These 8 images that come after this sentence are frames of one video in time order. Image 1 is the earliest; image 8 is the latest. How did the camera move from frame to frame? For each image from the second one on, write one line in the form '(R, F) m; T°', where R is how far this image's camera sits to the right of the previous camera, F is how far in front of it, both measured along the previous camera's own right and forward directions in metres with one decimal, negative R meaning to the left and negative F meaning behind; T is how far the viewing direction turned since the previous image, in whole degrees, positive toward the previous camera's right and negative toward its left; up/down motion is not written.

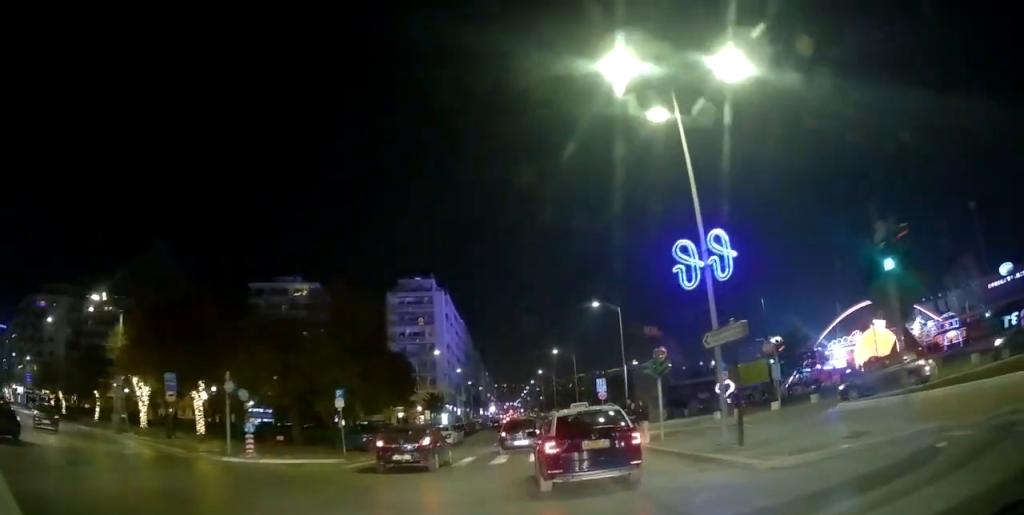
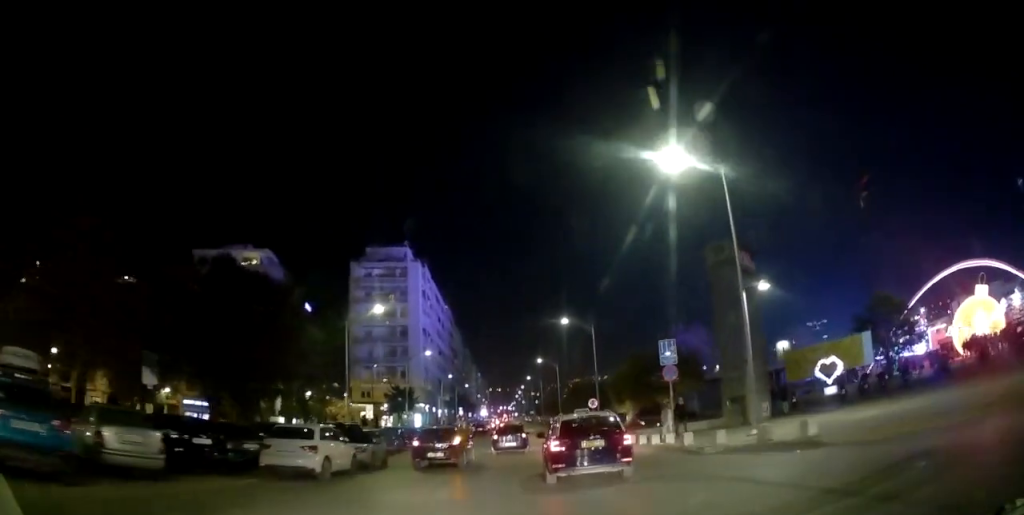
(-0.4, +23.9) m; 0°
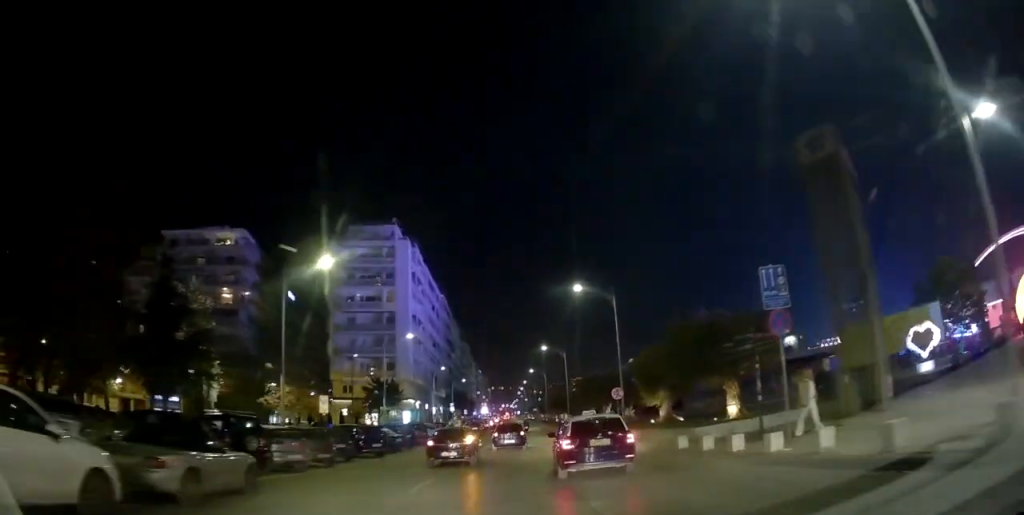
(+0.4, +10.5) m; 0°
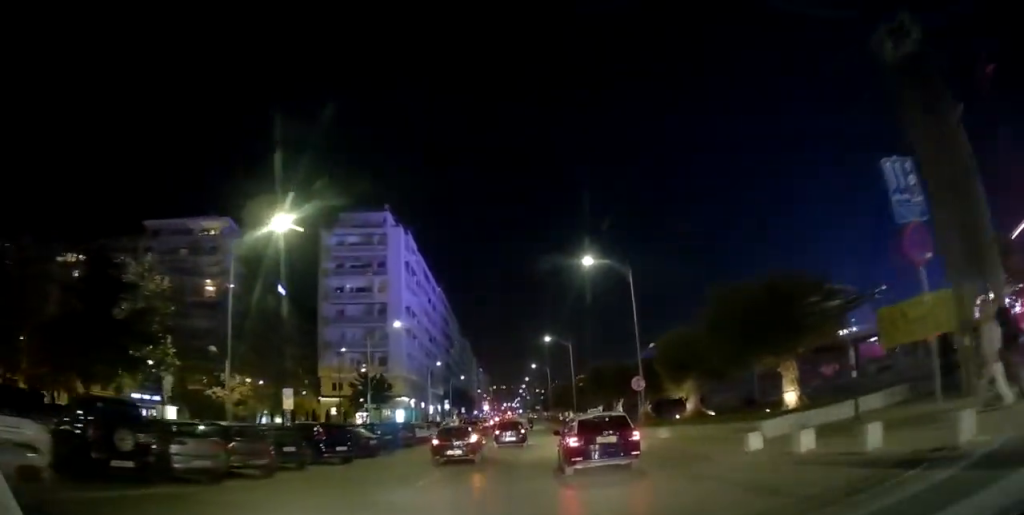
(-0.3, +5.6) m; 0°
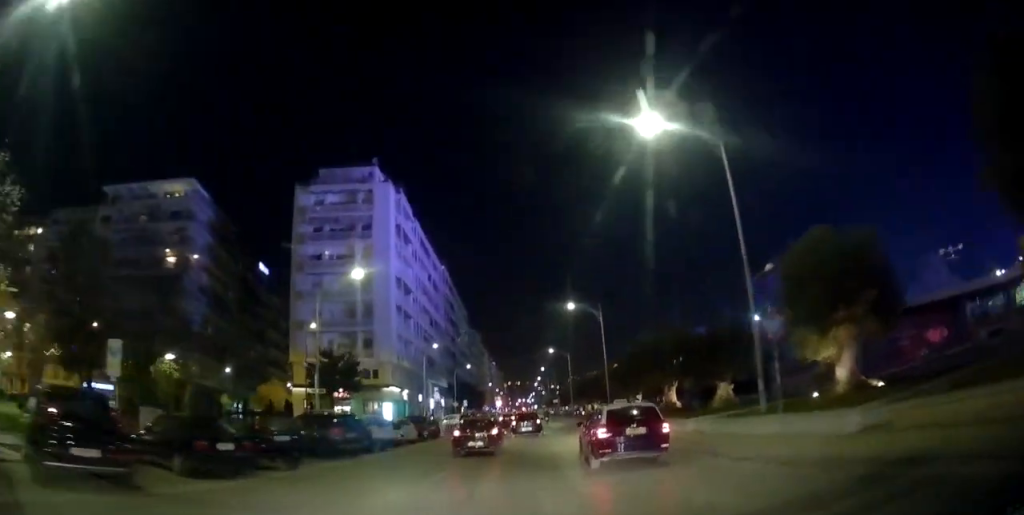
(0.0, +13.8) m; -1°
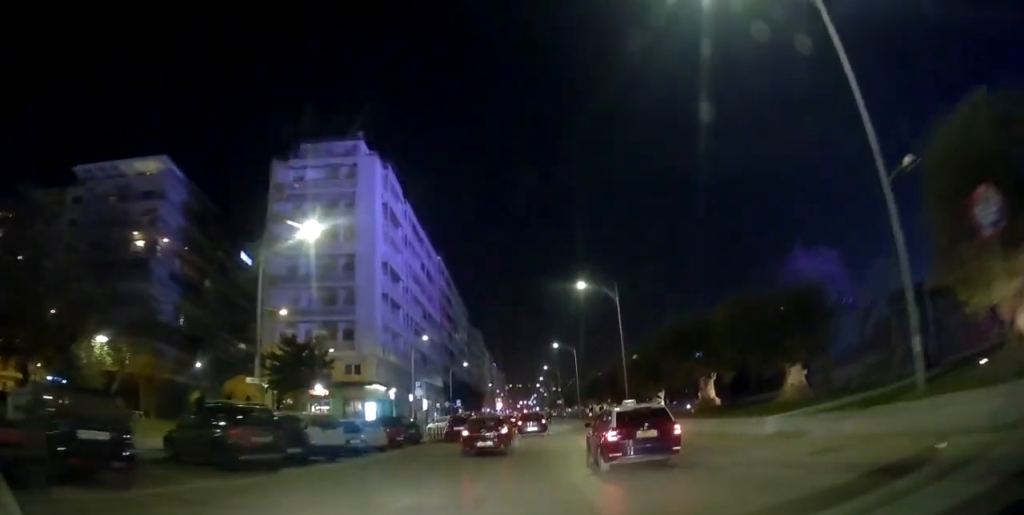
(-0.1, +7.2) m; 0°
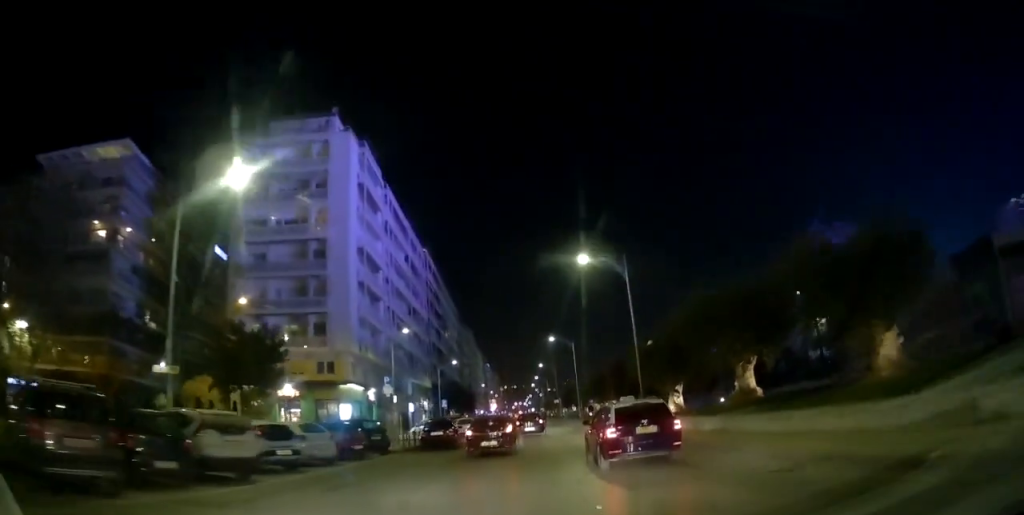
(-0.2, +6.3) m; 0°
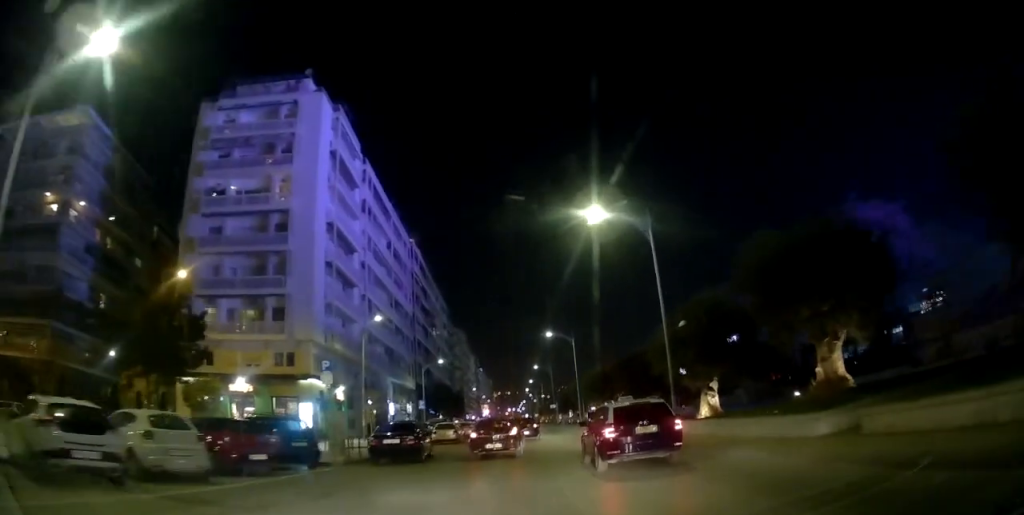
(+0.2, +7.8) m; +1°
